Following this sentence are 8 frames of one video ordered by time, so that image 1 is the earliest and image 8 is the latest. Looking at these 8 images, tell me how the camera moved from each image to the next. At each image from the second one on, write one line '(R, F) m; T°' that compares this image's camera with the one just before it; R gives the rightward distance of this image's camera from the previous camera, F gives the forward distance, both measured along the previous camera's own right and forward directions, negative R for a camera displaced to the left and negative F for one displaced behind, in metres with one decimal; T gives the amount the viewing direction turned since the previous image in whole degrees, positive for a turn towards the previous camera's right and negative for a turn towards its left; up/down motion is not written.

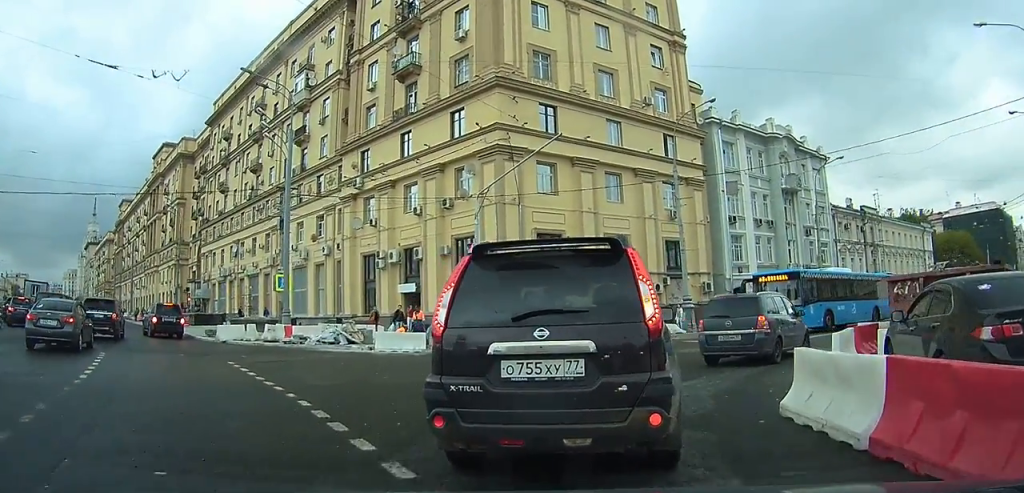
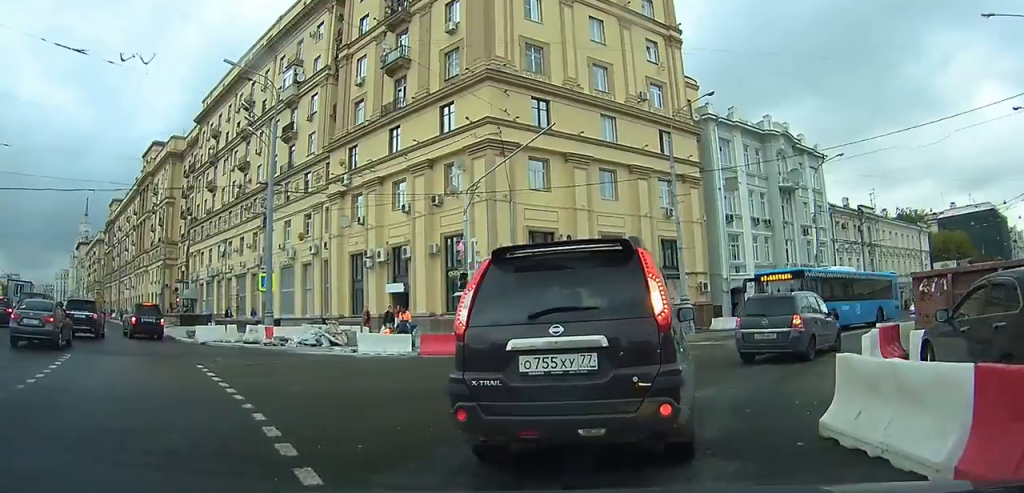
(+0.1, +2.8) m; 0°
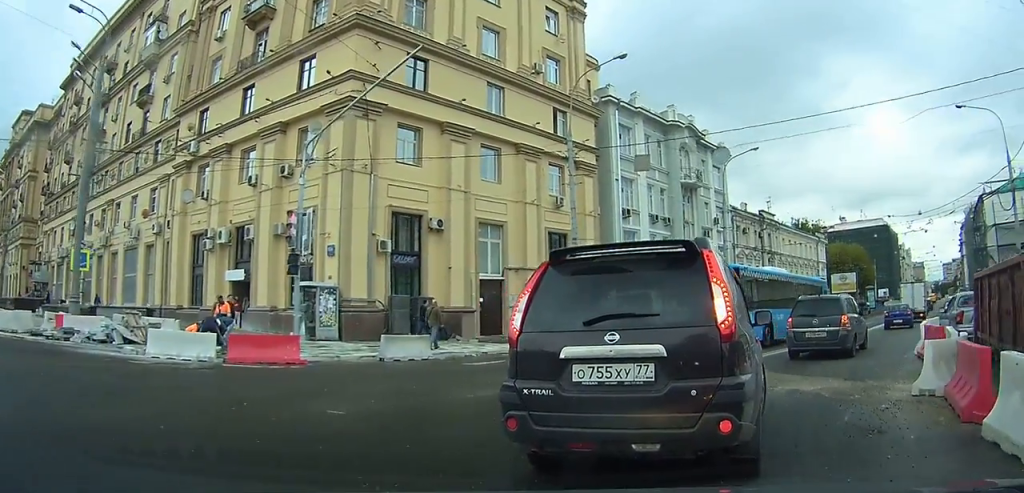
(-0.1, +9.5) m; +2°
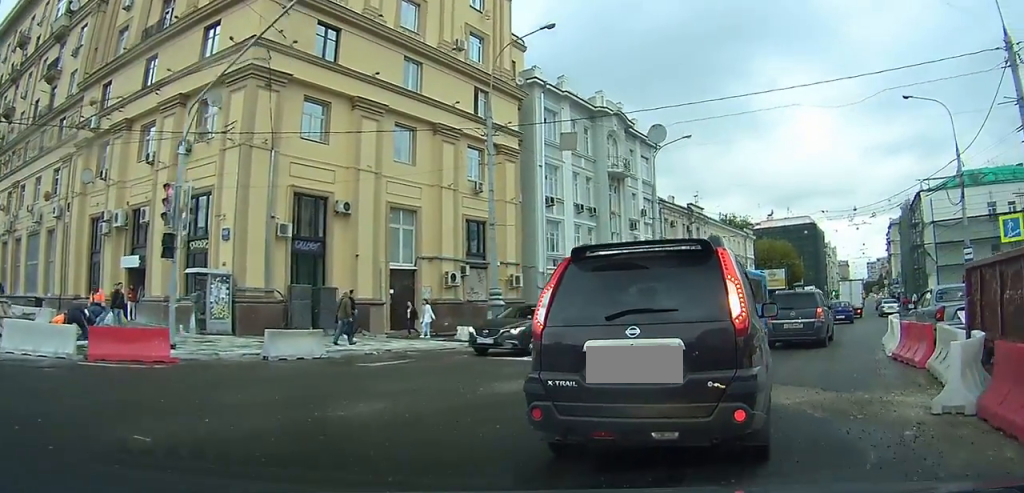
(+0.3, +3.8) m; +8°
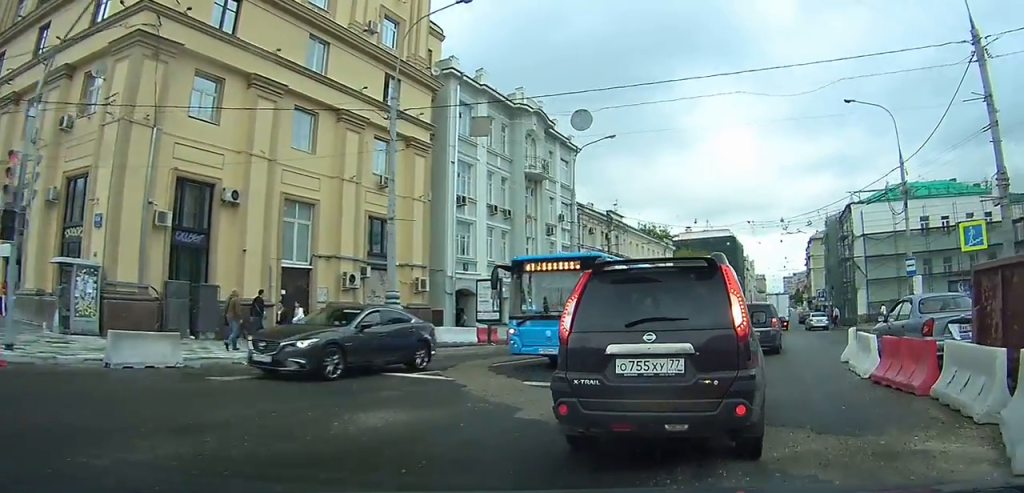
(+0.3, +4.0) m; +9°
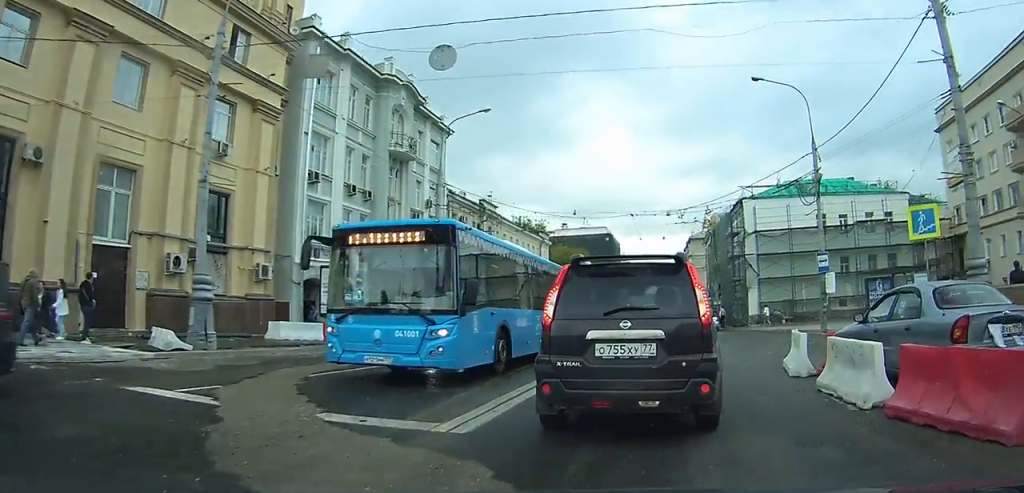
(+0.7, +5.5) m; +11°
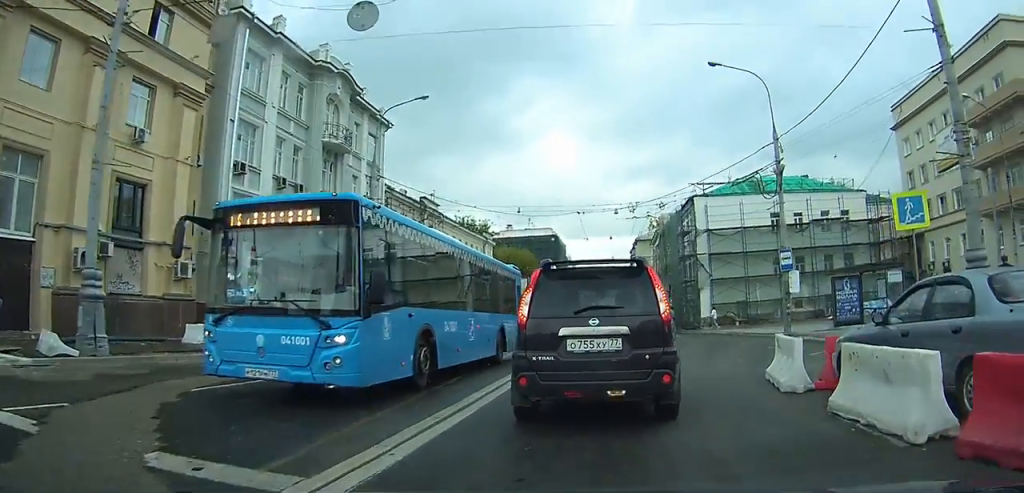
(+0.2, +3.0) m; +3°
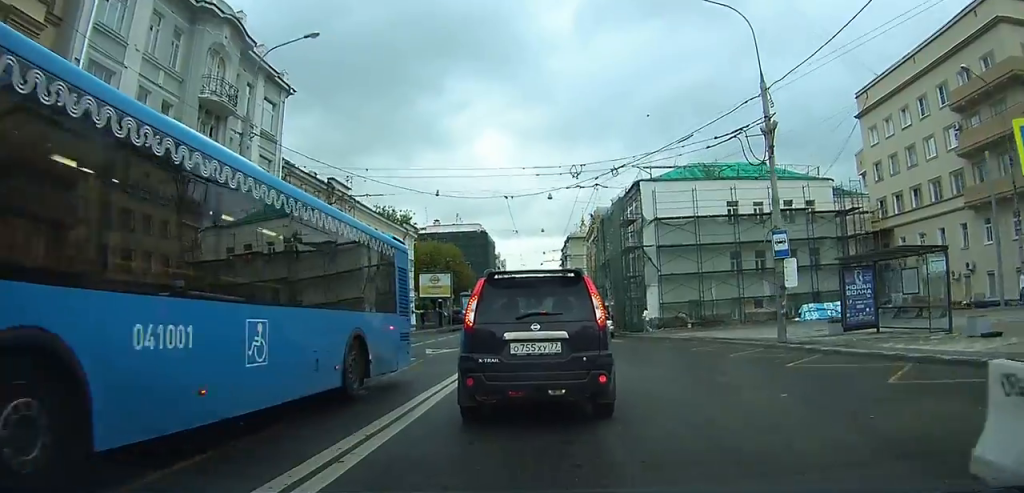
(+0.4, +8.4) m; +6°
